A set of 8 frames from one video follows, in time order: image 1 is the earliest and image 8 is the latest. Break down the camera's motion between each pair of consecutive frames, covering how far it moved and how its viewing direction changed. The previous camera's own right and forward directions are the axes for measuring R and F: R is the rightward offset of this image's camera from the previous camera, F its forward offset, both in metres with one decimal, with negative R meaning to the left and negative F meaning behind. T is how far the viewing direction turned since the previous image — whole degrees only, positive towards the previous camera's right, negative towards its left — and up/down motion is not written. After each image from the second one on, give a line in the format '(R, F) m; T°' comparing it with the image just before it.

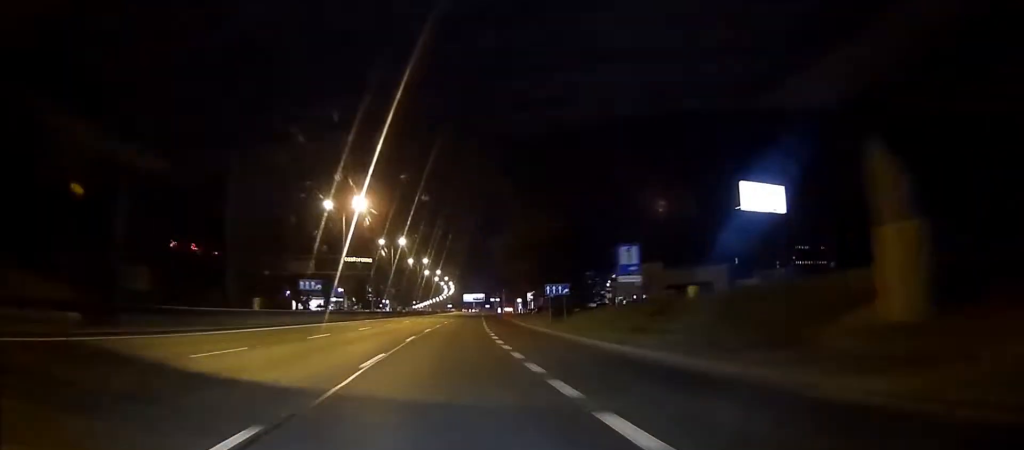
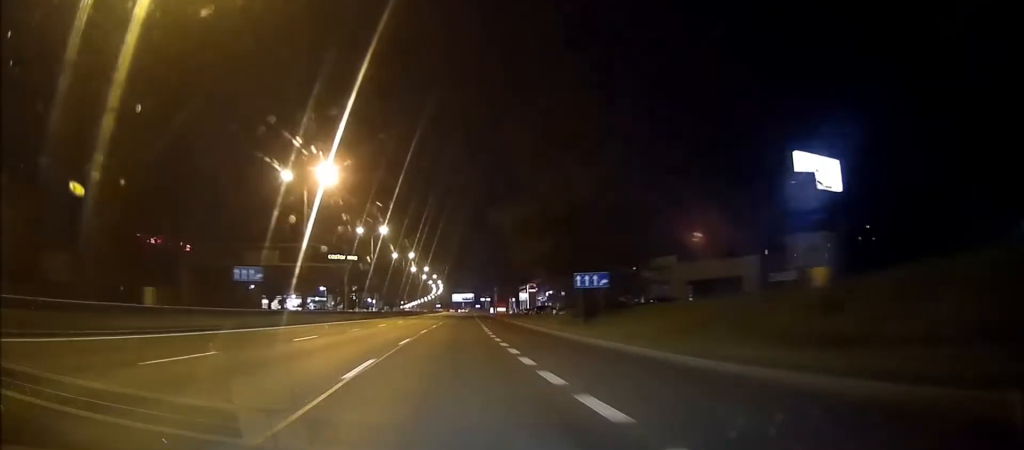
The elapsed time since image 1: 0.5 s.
(+0.2, +14.4) m; 0°
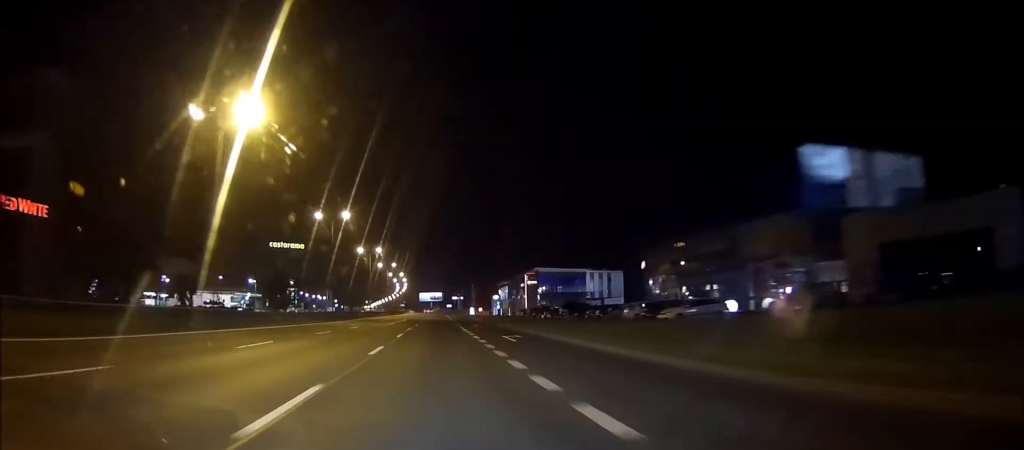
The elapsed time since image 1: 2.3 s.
(0.0, +52.7) m; 0°
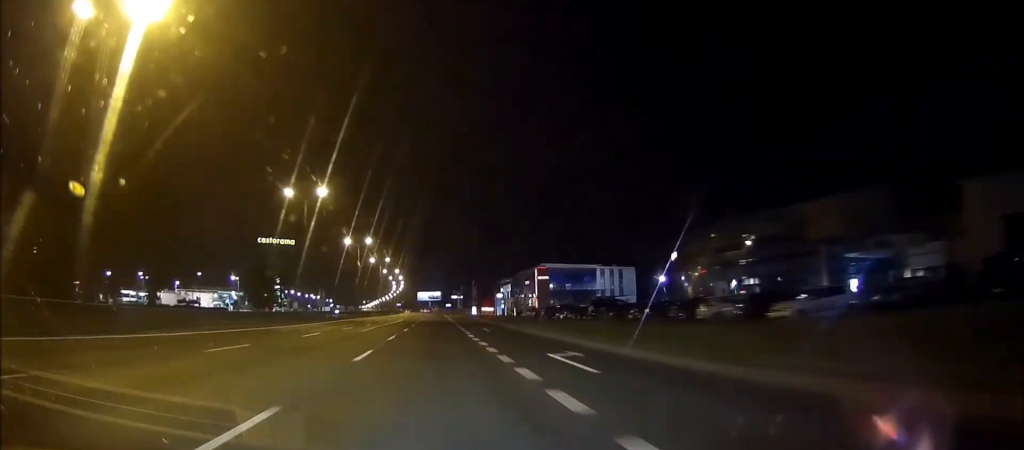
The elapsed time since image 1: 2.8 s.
(0.0, +14.4) m; 0°
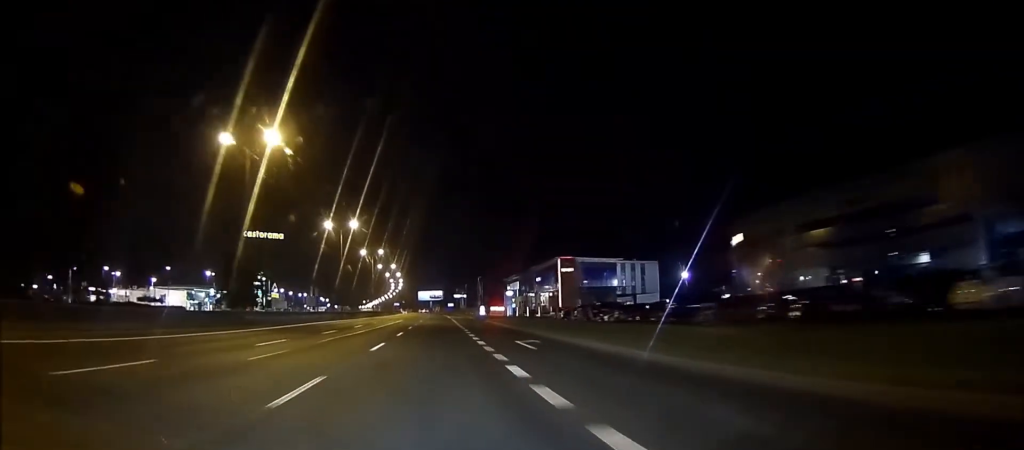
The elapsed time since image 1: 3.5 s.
(0.0, +19.1) m; 0°
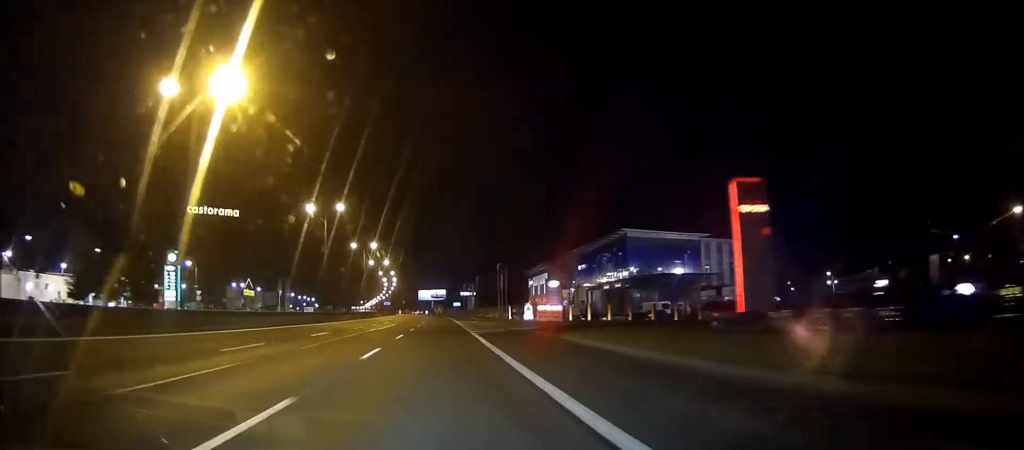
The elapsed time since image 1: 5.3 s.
(0.0, +51.3) m; 0°
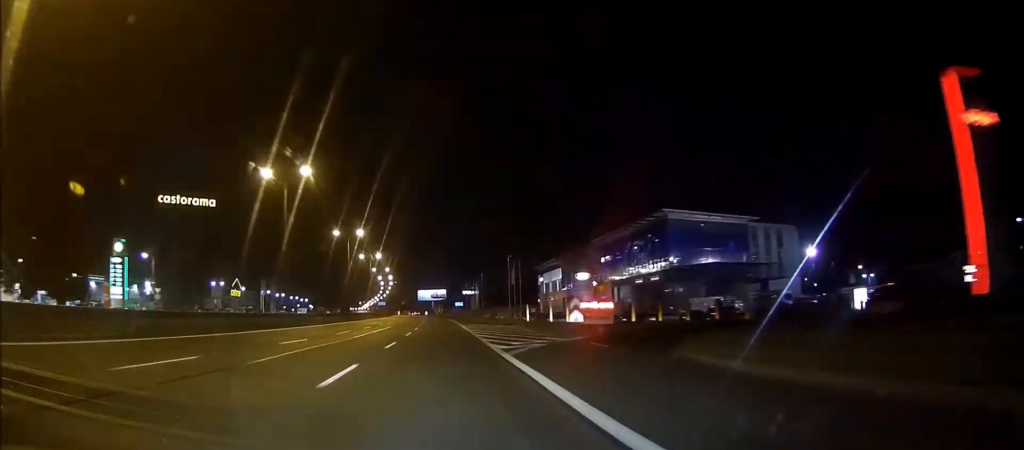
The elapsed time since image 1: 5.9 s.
(0.0, +18.0) m; 0°
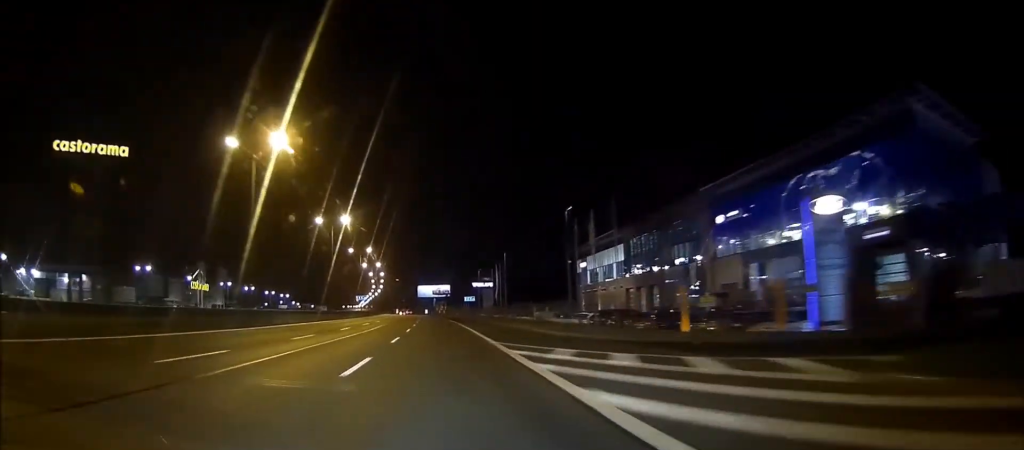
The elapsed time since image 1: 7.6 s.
(0.0, +46.3) m; -1°
